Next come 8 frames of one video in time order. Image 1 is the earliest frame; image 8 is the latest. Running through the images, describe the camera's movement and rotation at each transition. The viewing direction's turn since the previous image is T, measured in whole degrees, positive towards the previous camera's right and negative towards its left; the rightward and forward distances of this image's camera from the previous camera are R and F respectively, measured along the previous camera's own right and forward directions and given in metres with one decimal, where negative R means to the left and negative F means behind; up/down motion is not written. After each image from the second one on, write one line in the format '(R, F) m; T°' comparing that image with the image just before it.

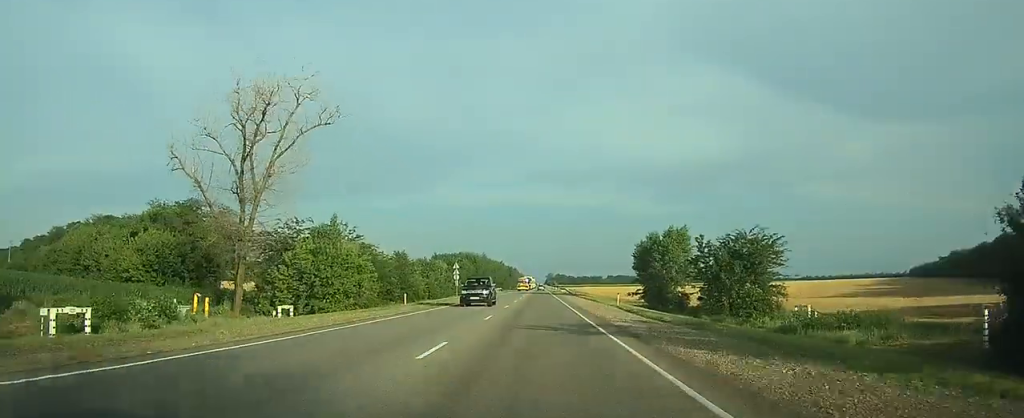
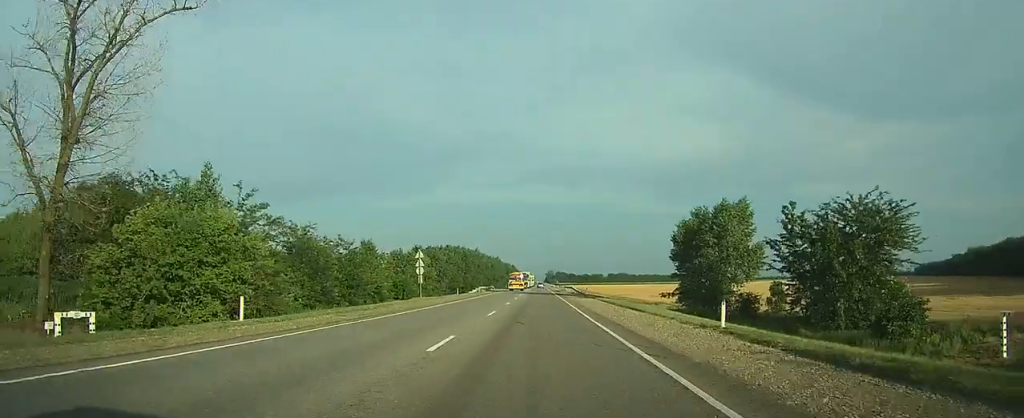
(0.0, +19.0) m; 0°
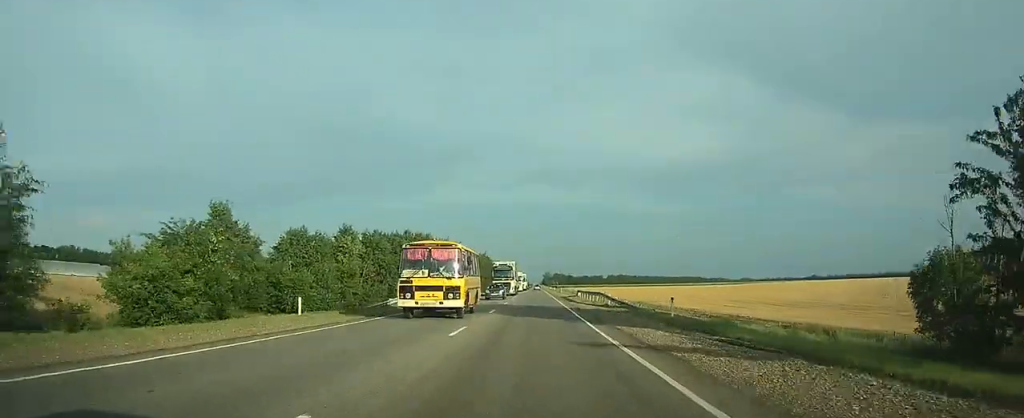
(0.0, +36.7) m; 0°
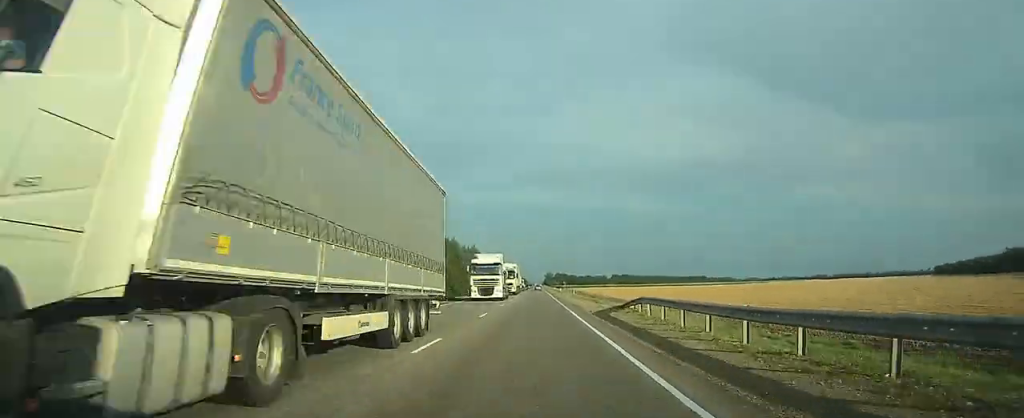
(0.0, +35.2) m; -1°
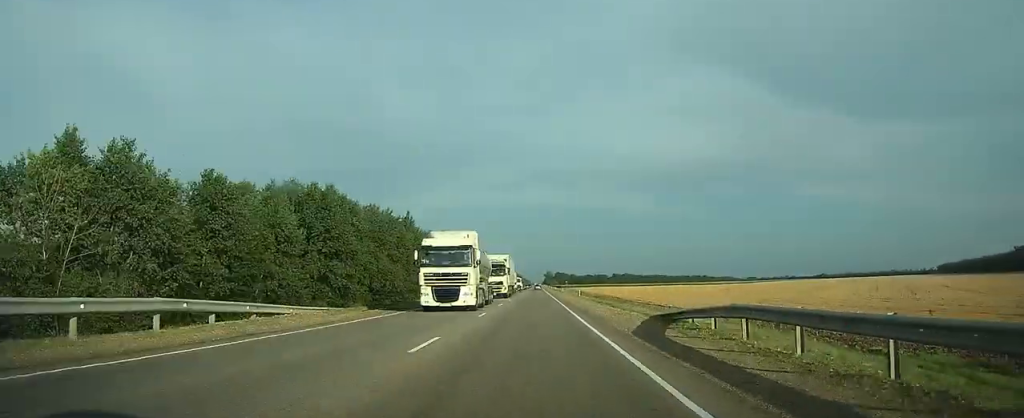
(0.0, +11.4) m; 0°
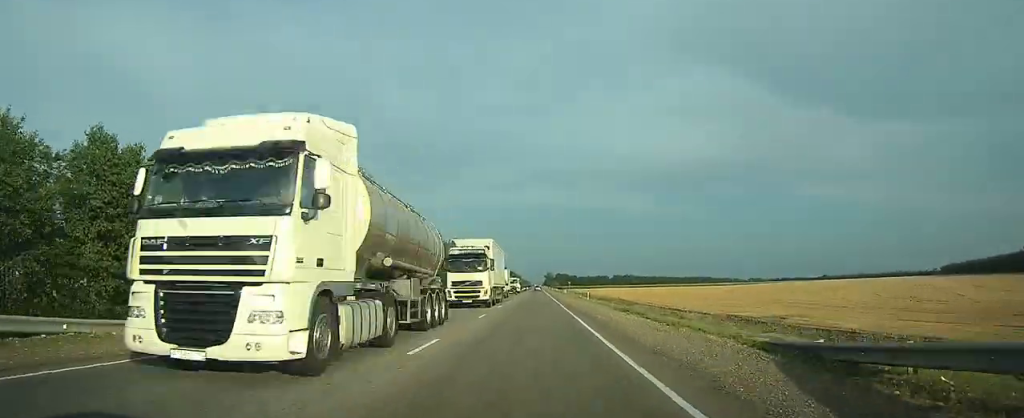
(-0.1, +12.1) m; 0°
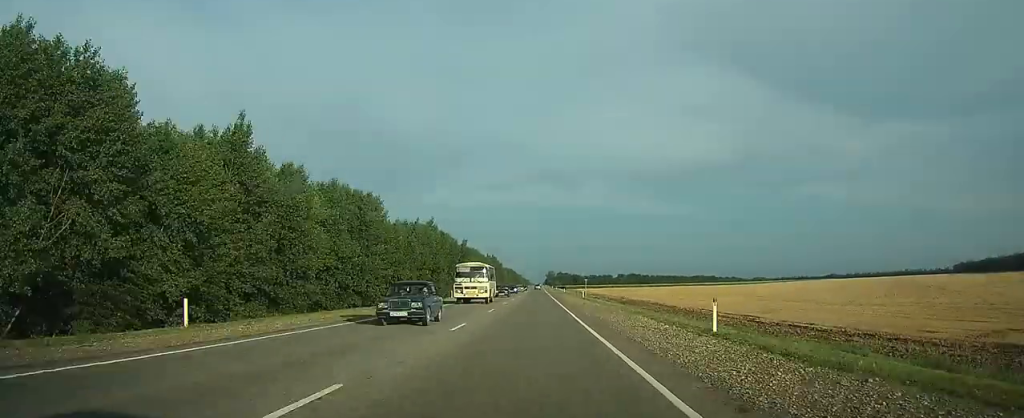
(-0.2, +45.3) m; 0°
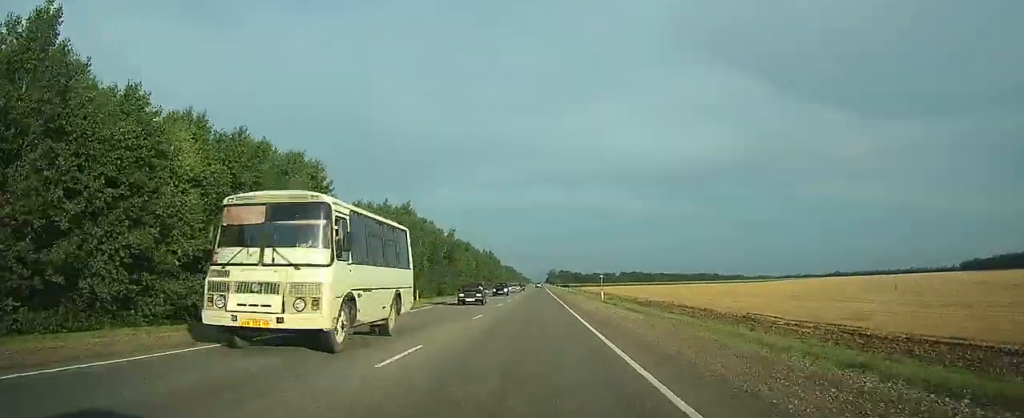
(0.0, +22.0) m; 0°
